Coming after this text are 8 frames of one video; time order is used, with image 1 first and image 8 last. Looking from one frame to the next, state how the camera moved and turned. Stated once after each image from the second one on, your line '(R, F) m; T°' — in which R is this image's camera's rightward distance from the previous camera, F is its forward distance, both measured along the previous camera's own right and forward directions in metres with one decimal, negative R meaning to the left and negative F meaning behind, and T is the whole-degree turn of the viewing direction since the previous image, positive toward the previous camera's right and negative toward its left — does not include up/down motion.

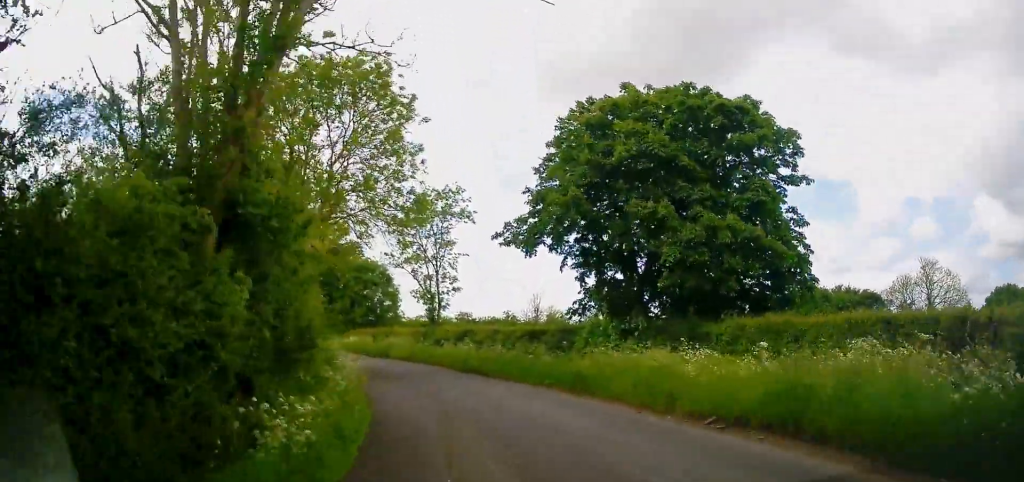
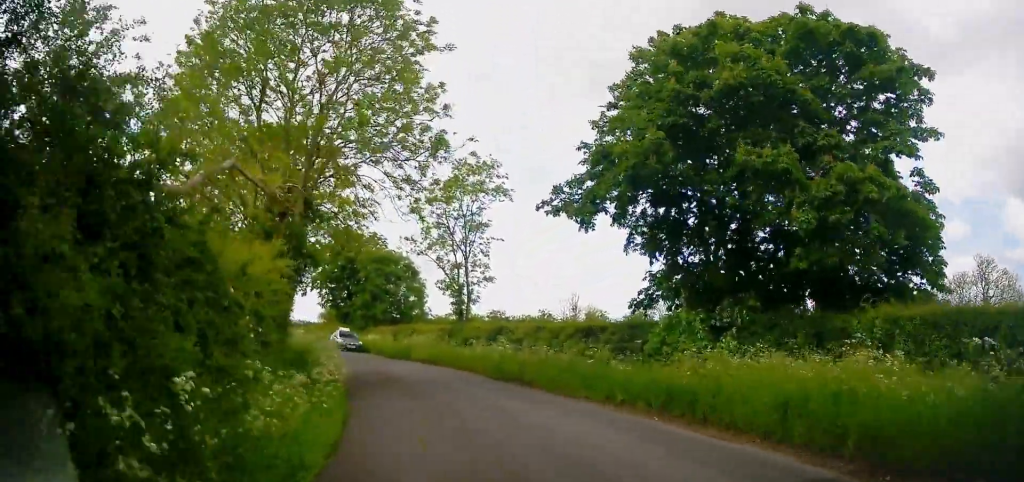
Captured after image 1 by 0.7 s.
(-0.6, +5.4) m; -5°
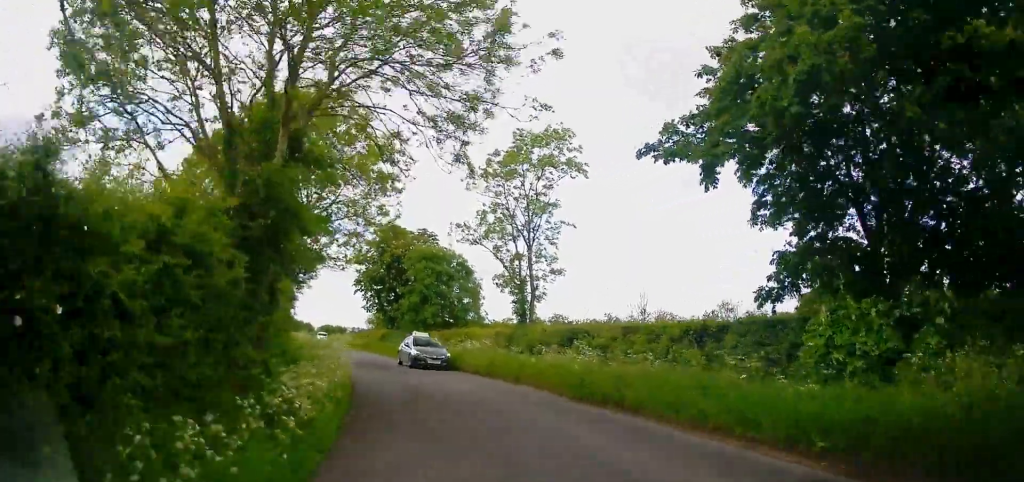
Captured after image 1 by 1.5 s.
(-0.2, +5.6) m; -4°
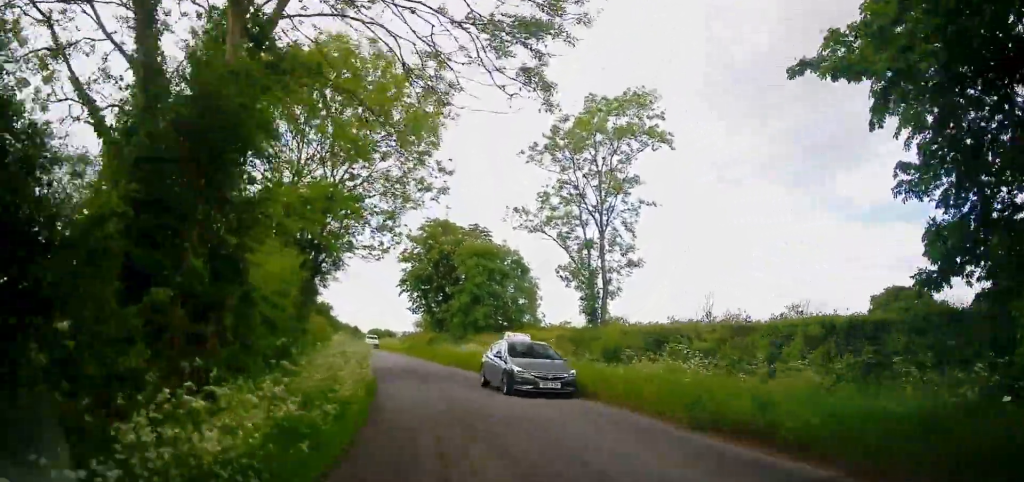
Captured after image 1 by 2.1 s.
(+0.1, +4.4) m; -2°
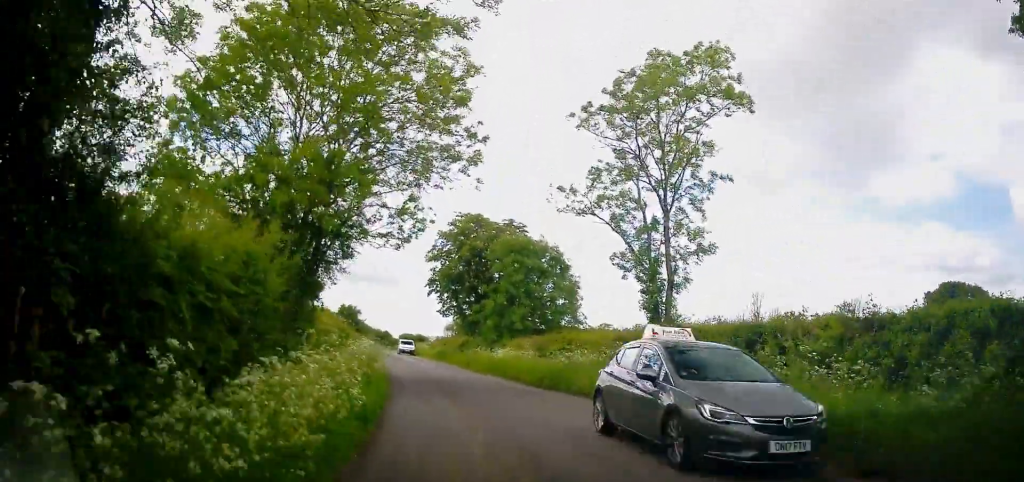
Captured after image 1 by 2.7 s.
(-0.2, +3.8) m; -3°
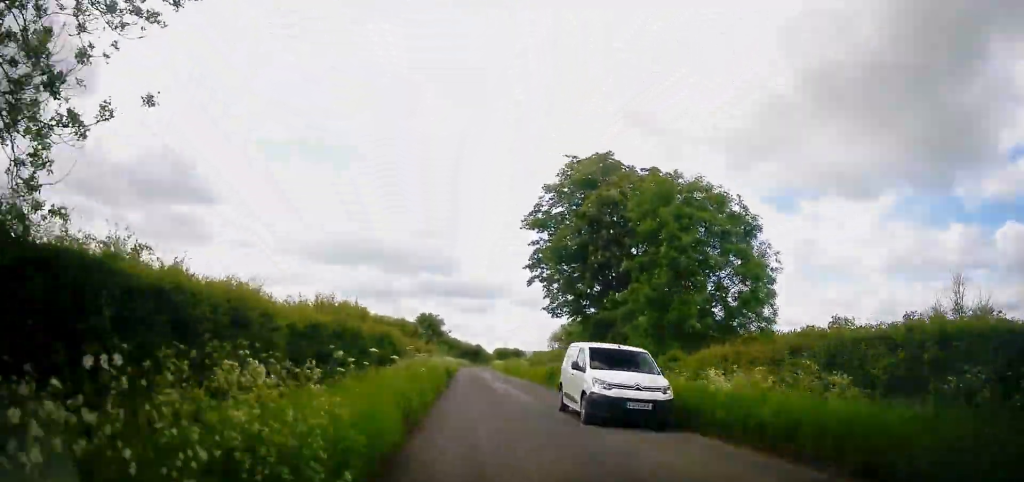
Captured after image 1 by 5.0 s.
(-1.8, +17.0) m; -11°
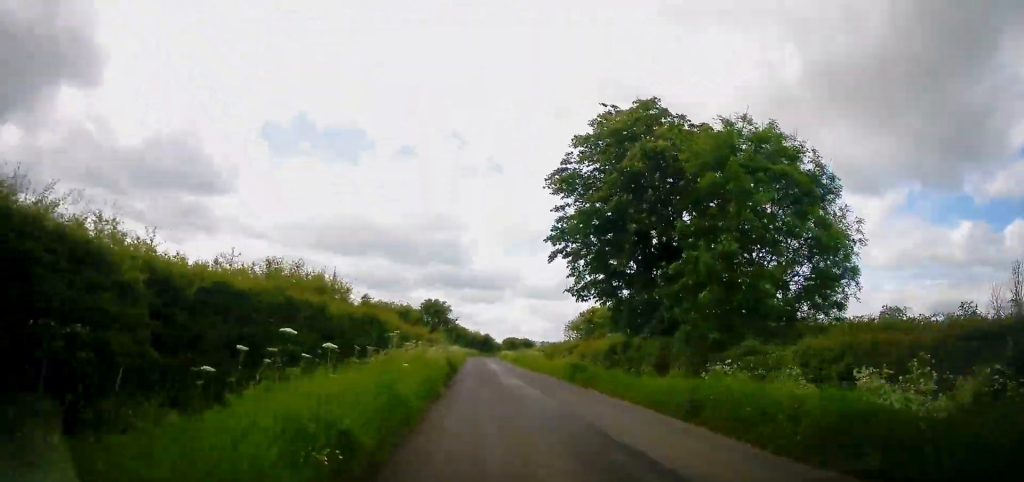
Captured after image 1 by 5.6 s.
(0.0, +5.6) m; 0°
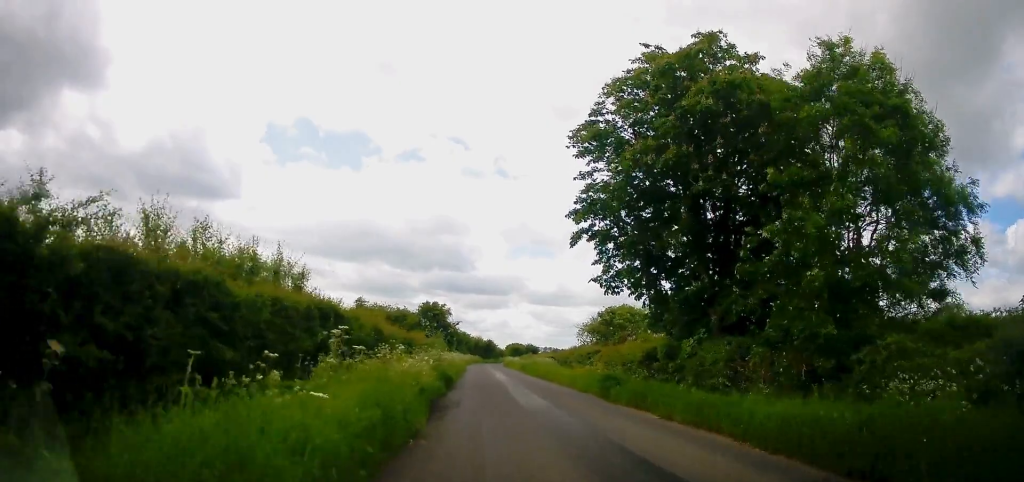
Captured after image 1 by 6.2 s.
(0.0, +5.9) m; 0°
